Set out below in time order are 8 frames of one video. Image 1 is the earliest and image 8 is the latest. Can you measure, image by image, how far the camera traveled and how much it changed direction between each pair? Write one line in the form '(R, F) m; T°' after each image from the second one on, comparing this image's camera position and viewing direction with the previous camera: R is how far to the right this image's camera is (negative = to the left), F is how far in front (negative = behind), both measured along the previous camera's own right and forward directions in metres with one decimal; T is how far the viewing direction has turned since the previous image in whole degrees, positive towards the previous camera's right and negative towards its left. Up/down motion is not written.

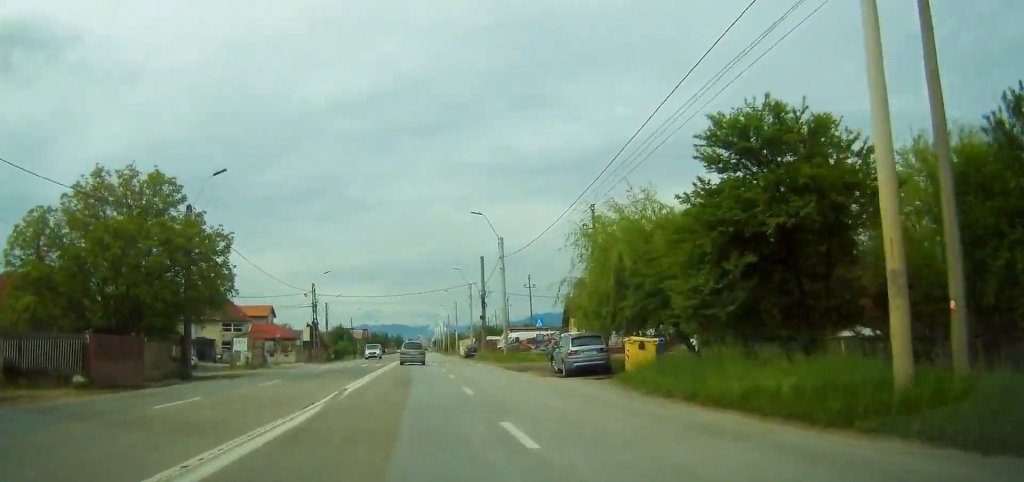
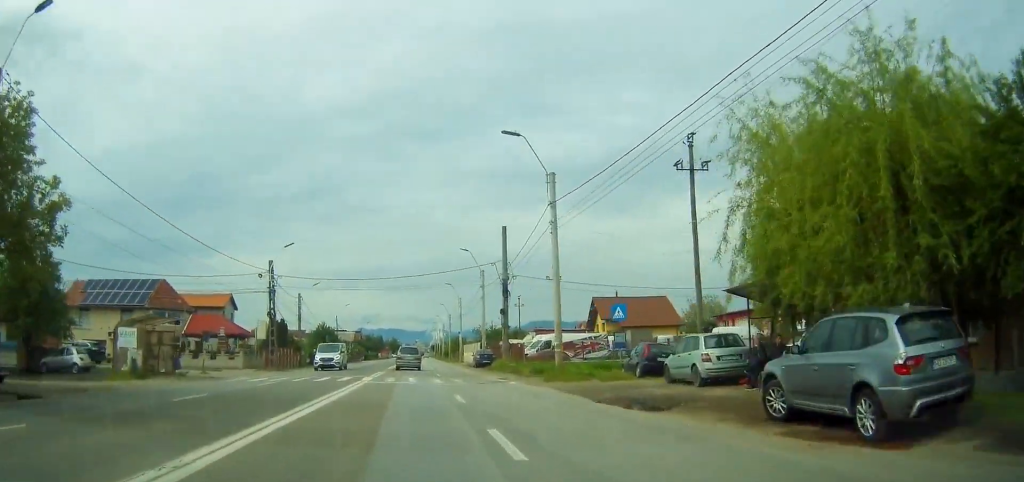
(0.0, +18.6) m; 0°
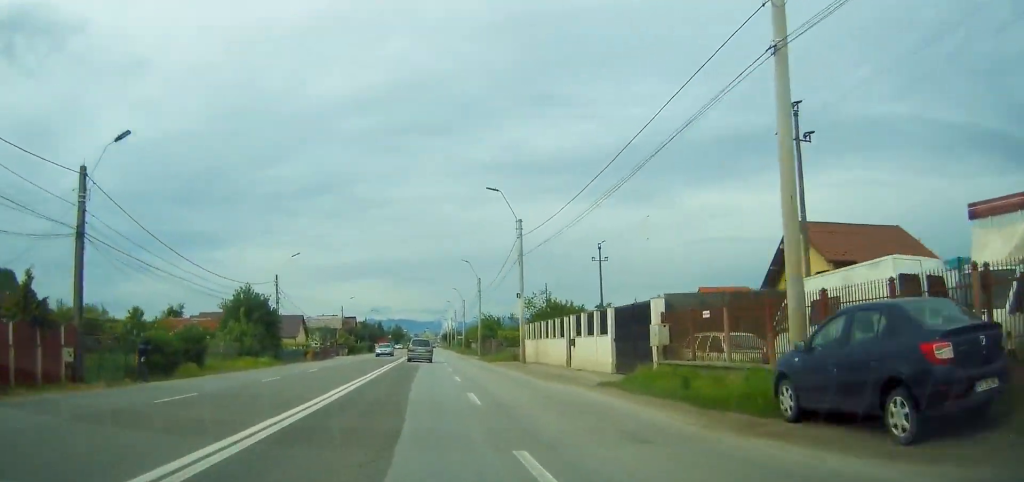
(-0.3, +49.9) m; -1°
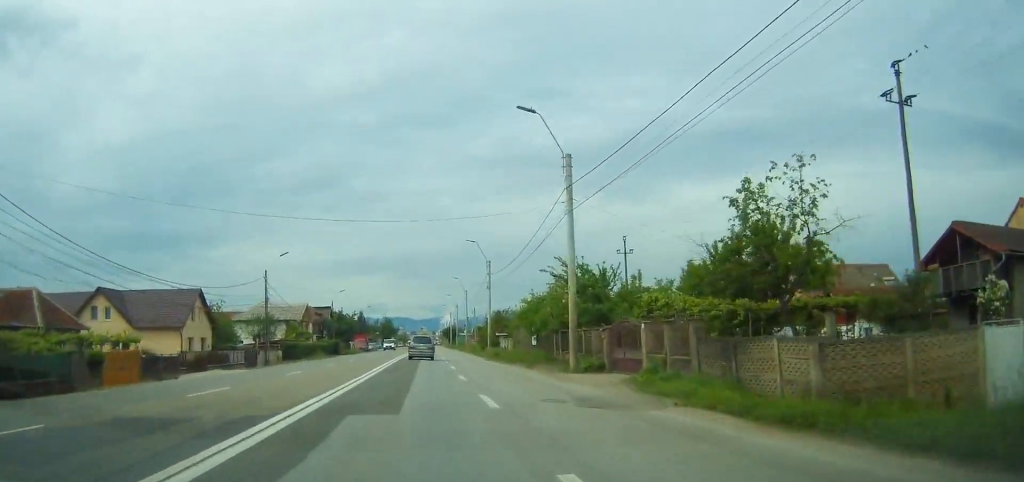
(-0.1, +47.3) m; 0°
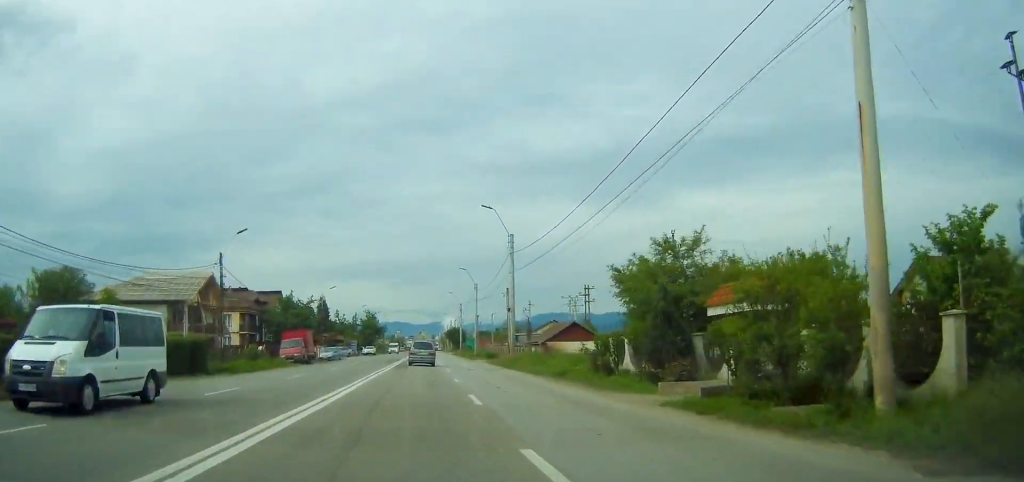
(+0.3, +53.0) m; 0°
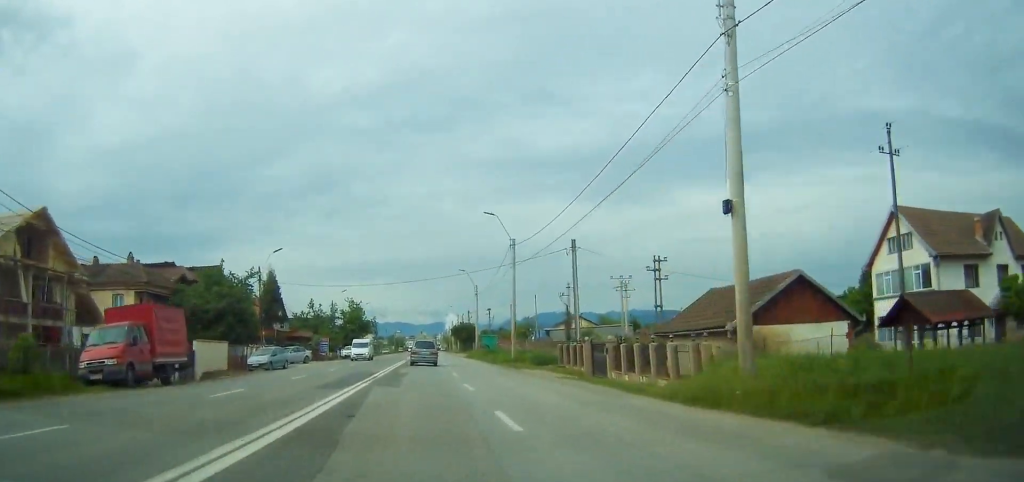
(0.0, +32.1) m; 0°
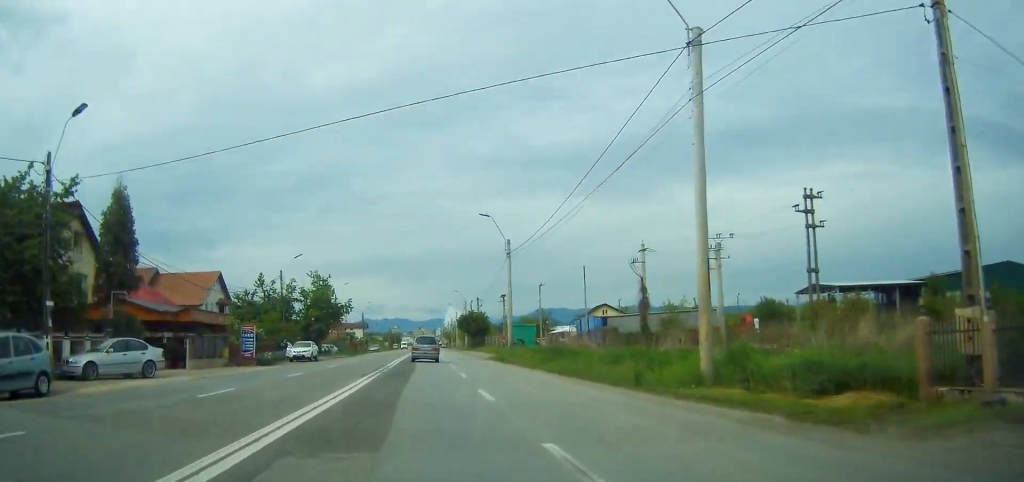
(0.0, +32.1) m; 0°
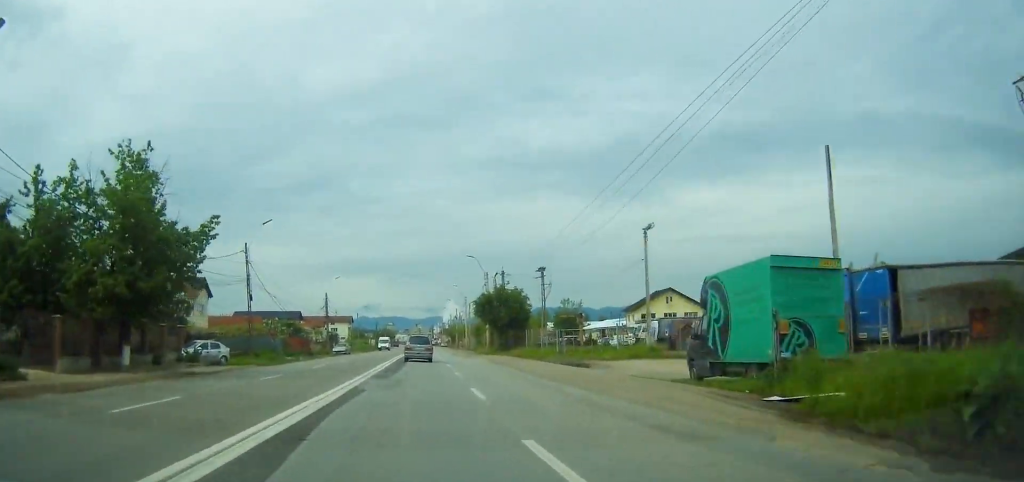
(+0.1, +45.2) m; 0°
